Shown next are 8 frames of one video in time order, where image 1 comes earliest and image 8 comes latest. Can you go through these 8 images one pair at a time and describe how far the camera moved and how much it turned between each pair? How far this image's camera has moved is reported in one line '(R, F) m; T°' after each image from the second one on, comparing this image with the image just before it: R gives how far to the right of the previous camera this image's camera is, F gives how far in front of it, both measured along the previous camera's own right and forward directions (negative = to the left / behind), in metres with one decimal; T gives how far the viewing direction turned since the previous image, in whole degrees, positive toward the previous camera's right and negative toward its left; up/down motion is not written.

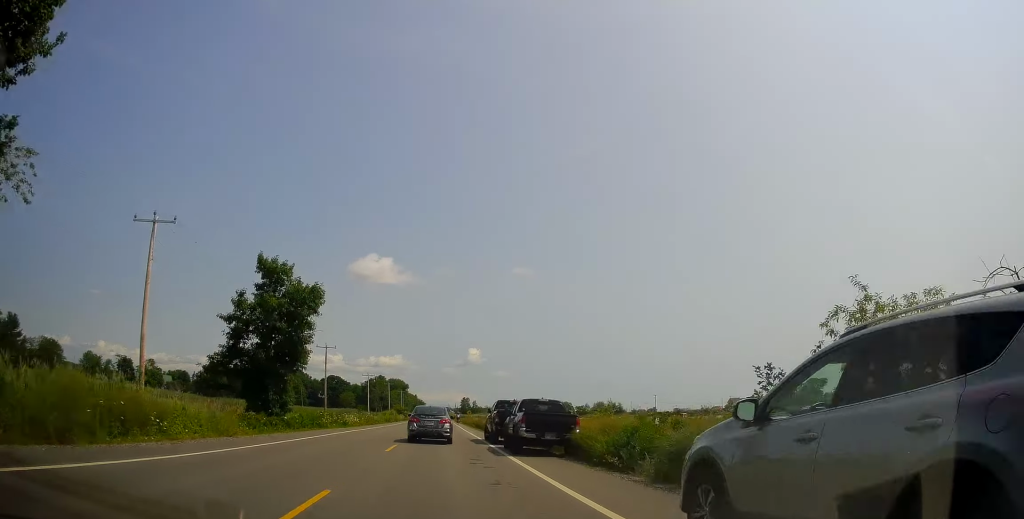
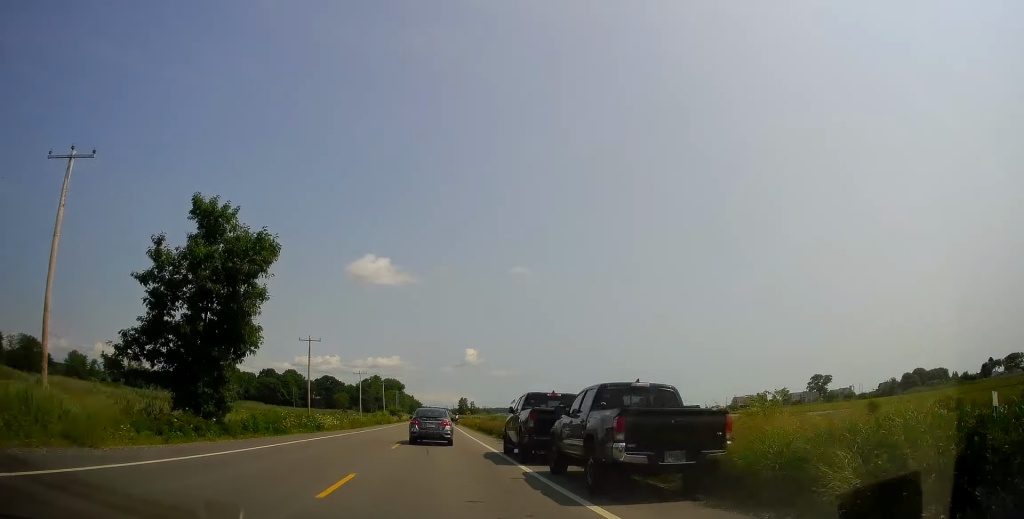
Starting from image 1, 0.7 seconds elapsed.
(+0.3, +9.6) m; +1°
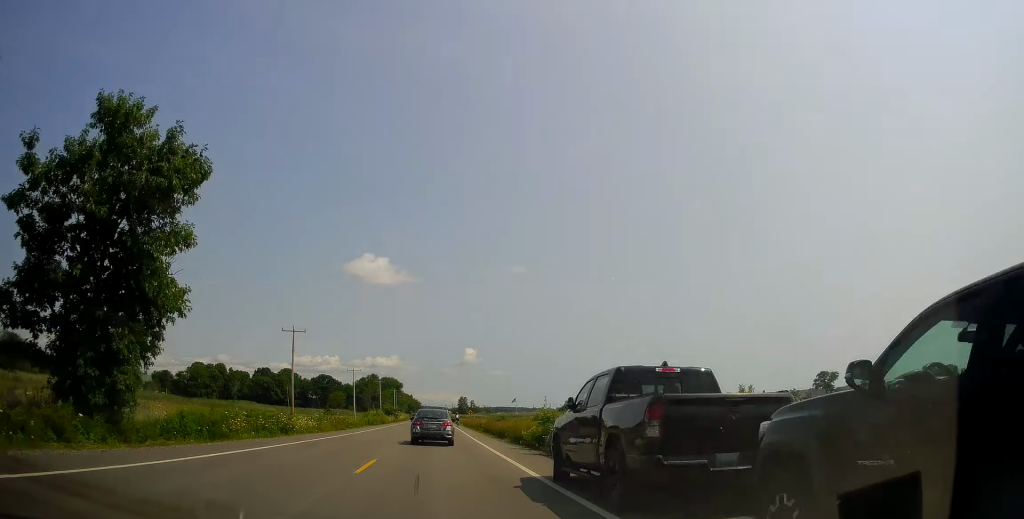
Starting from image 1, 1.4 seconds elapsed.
(+0.2, +8.6) m; 0°
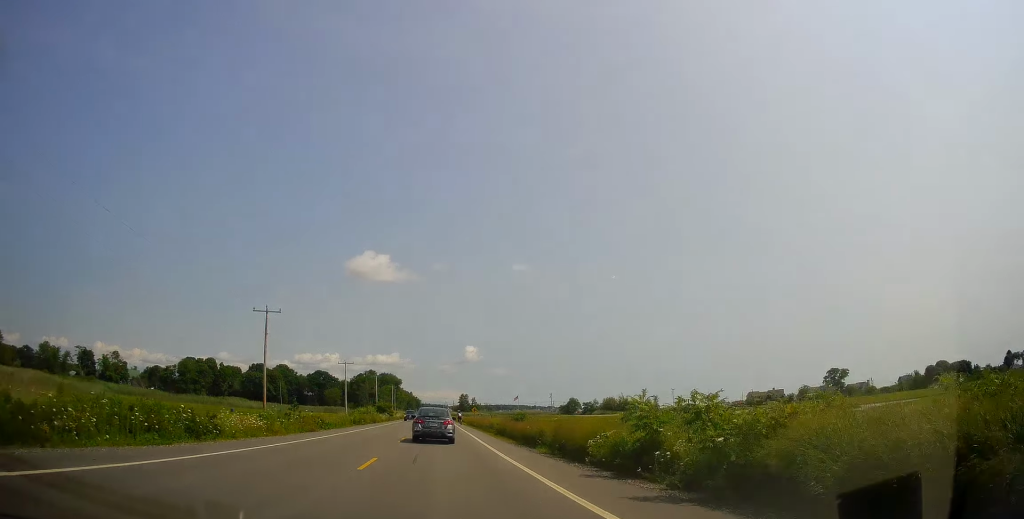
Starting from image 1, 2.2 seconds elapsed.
(-0.2, +11.8) m; -1°
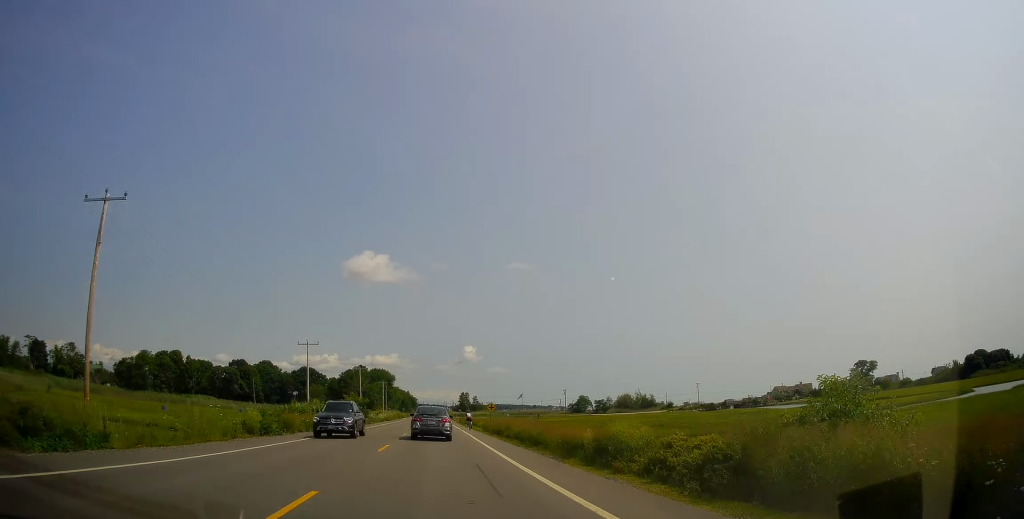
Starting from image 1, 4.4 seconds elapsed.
(+0.5, +31.7) m; 0°
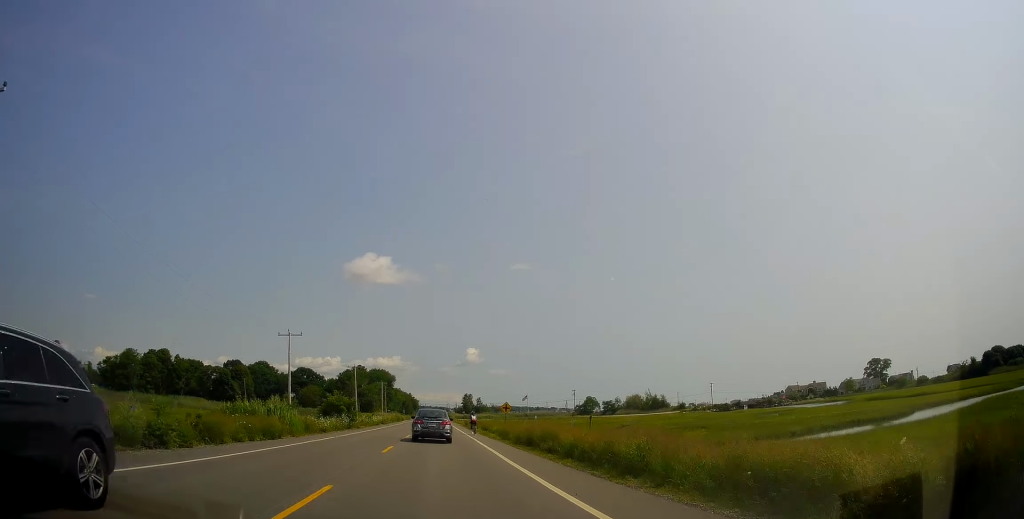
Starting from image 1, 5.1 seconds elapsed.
(-0.4, +11.5) m; -1°
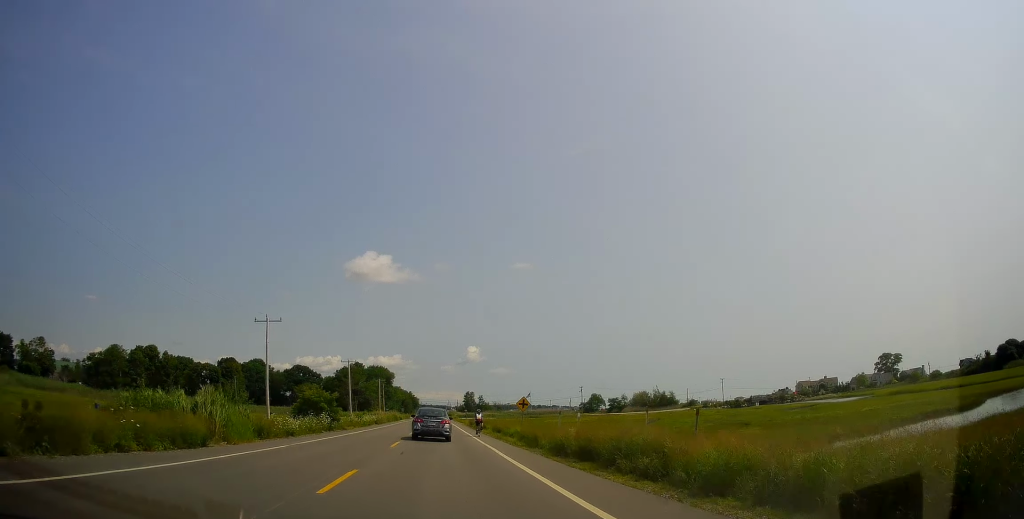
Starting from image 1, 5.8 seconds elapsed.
(+0.2, +9.9) m; +2°
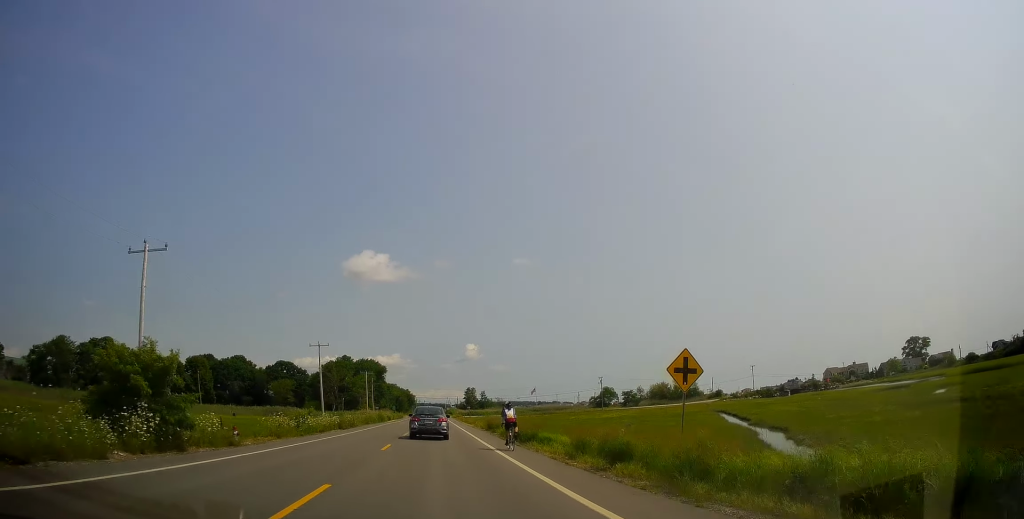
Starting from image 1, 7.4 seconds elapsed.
(+0.6, +27.1) m; +1°
